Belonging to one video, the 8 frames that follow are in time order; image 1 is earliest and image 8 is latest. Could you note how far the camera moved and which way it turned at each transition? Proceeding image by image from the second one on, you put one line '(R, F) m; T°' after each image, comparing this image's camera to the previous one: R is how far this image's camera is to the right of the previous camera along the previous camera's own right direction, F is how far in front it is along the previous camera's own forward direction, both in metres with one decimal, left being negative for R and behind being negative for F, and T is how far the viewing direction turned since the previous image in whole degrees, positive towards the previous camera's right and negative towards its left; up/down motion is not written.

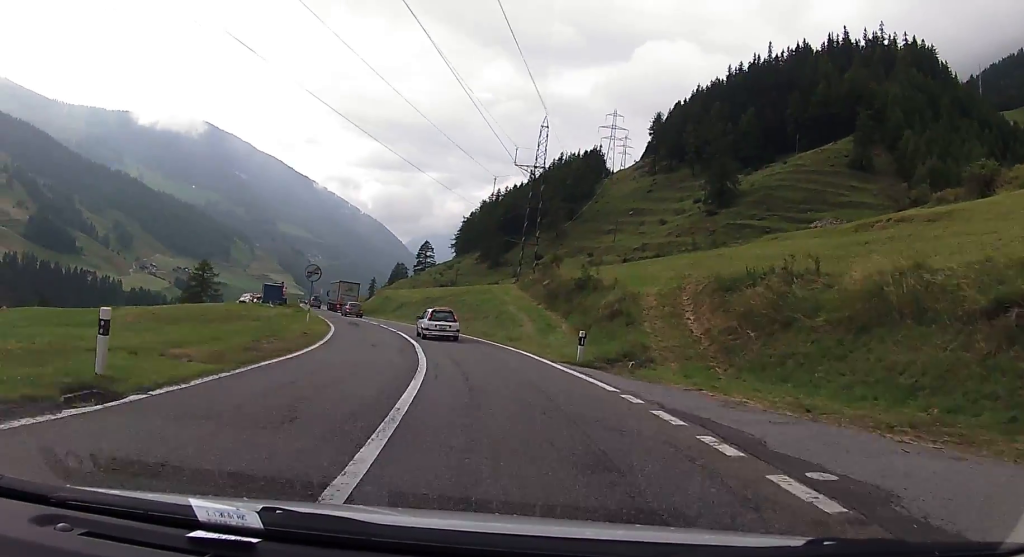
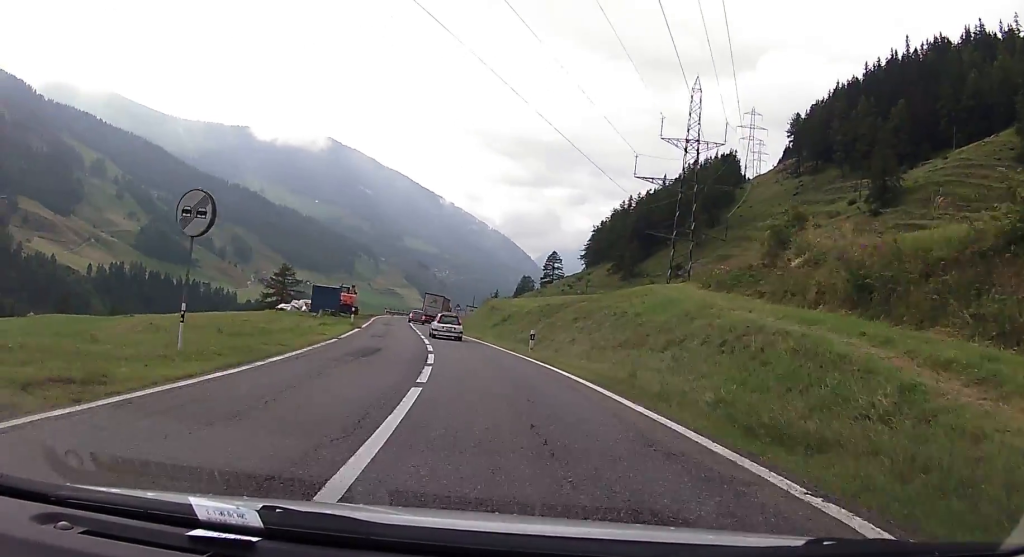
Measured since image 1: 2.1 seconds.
(-2.7, +28.9) m; -10°
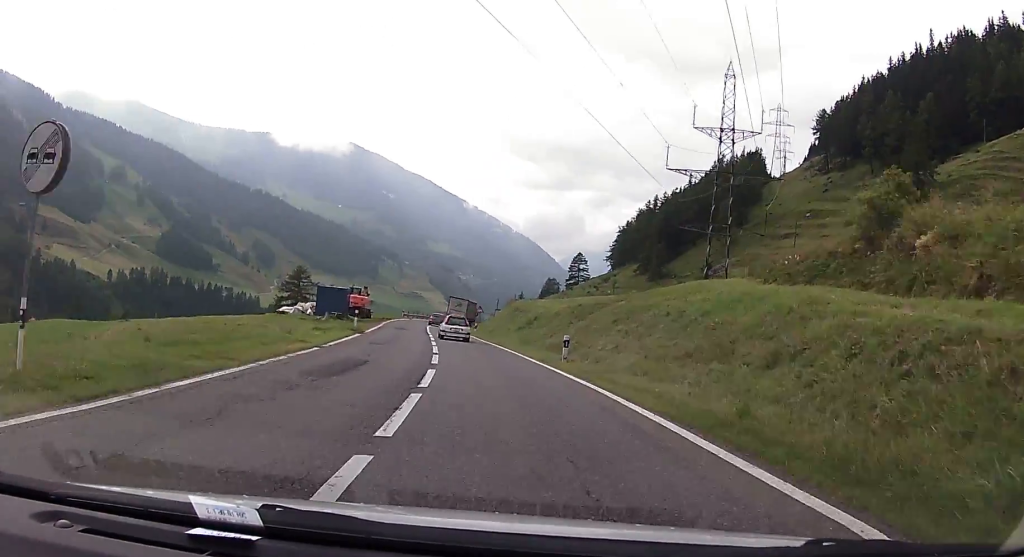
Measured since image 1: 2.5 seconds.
(-0.1, +6.3) m; -2°
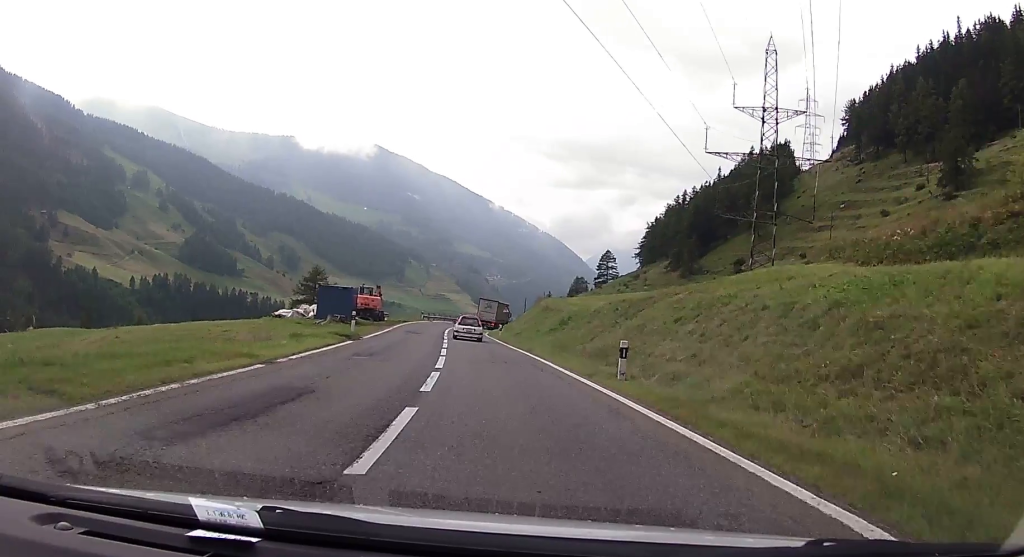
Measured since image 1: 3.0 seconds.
(-0.2, +7.3) m; -2°
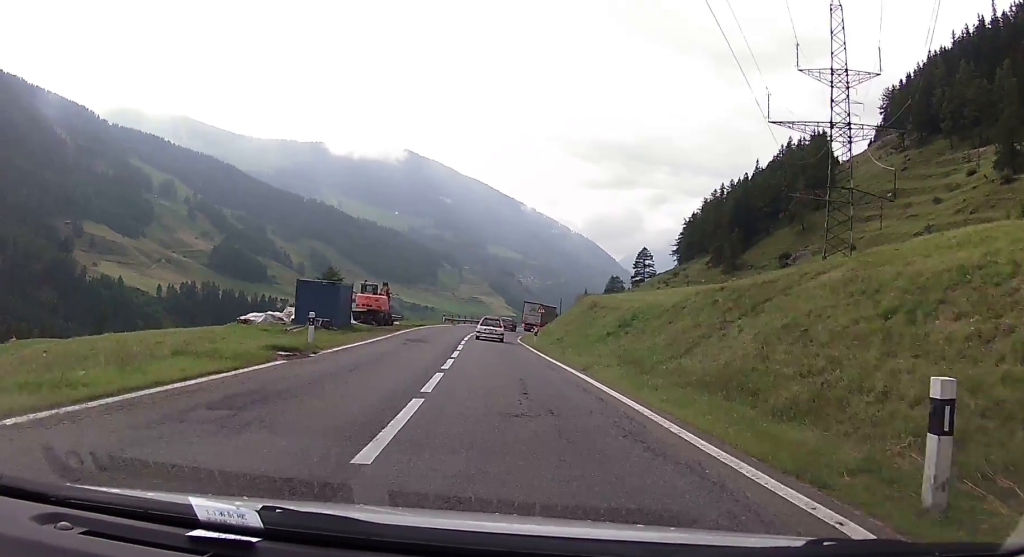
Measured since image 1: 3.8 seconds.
(-0.4, +11.7) m; -3°
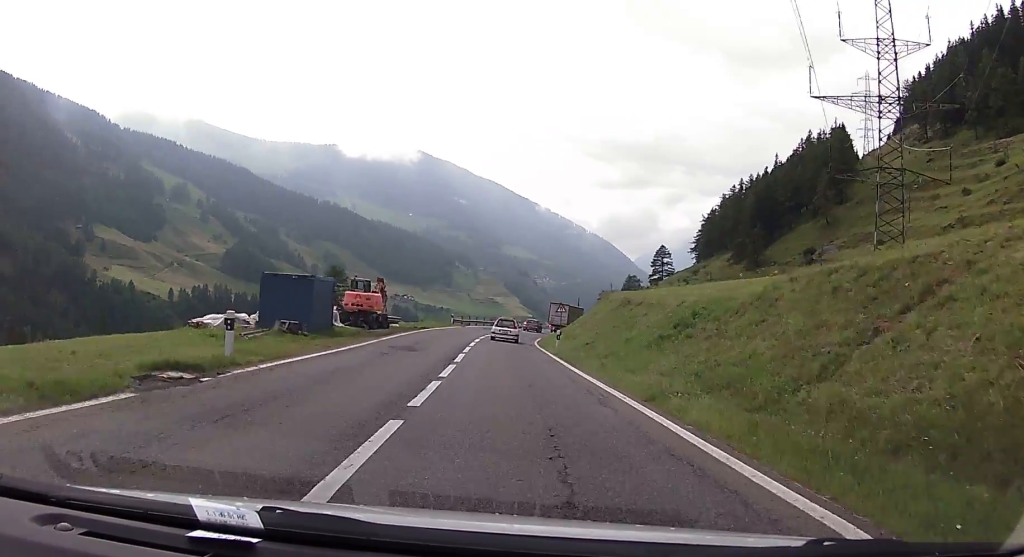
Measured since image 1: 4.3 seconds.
(-0.2, +7.3) m; -1°
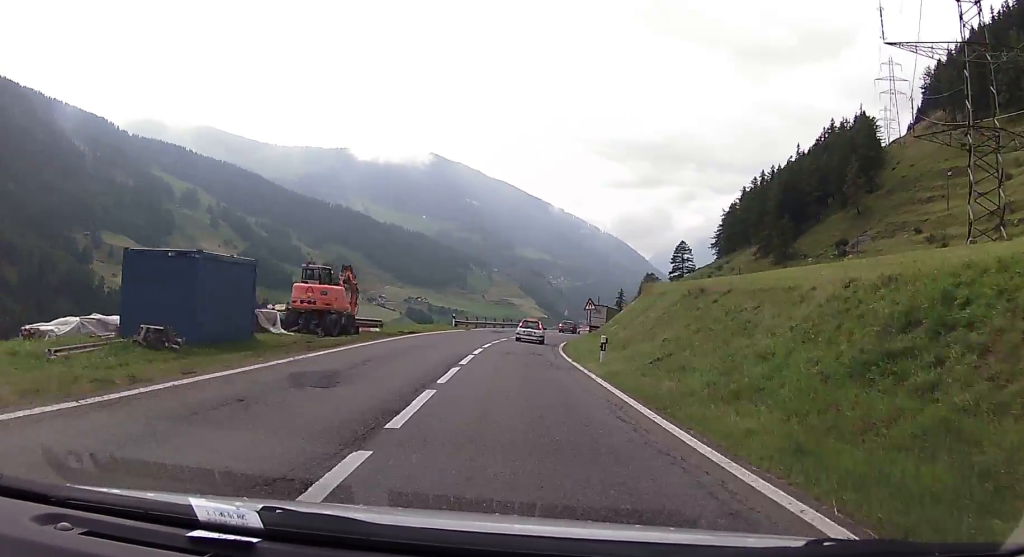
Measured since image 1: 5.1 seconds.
(-0.1, +11.9) m; +1°
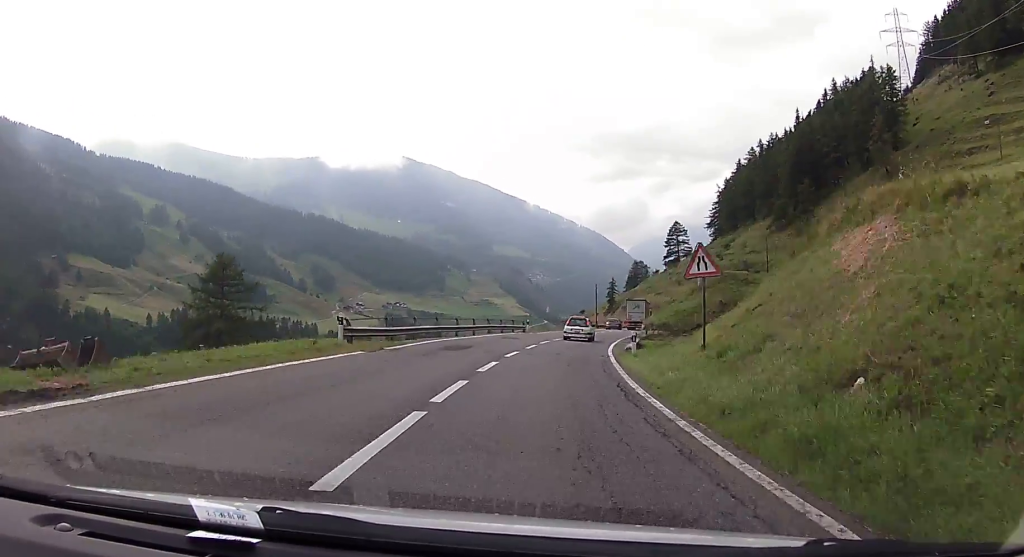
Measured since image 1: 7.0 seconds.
(+1.0, +28.7) m; +3°
